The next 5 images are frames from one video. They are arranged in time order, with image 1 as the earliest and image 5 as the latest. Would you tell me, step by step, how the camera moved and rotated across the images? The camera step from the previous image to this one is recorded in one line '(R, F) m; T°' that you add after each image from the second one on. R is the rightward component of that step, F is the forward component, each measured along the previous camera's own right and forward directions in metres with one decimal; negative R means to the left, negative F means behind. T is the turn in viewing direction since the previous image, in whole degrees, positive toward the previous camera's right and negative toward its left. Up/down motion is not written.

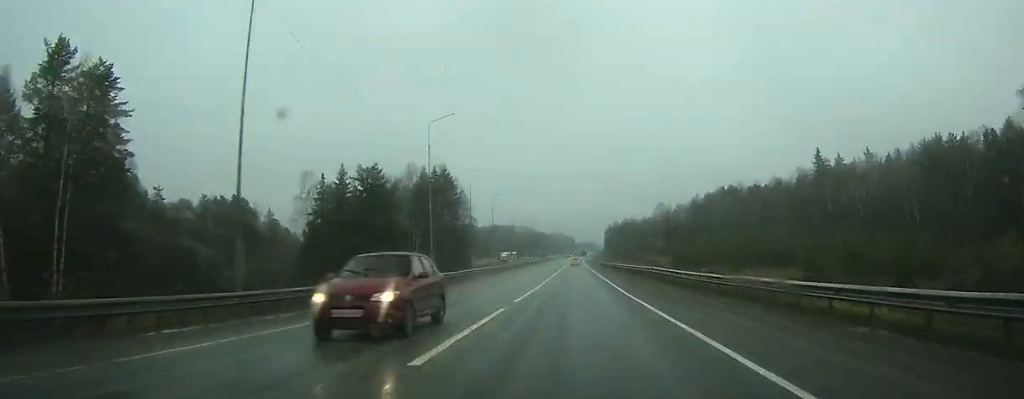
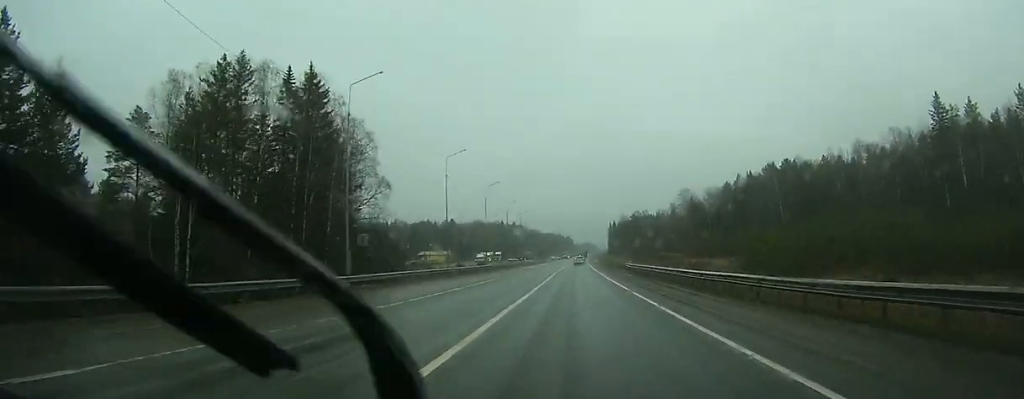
(+0.3, +65.7) m; +1°
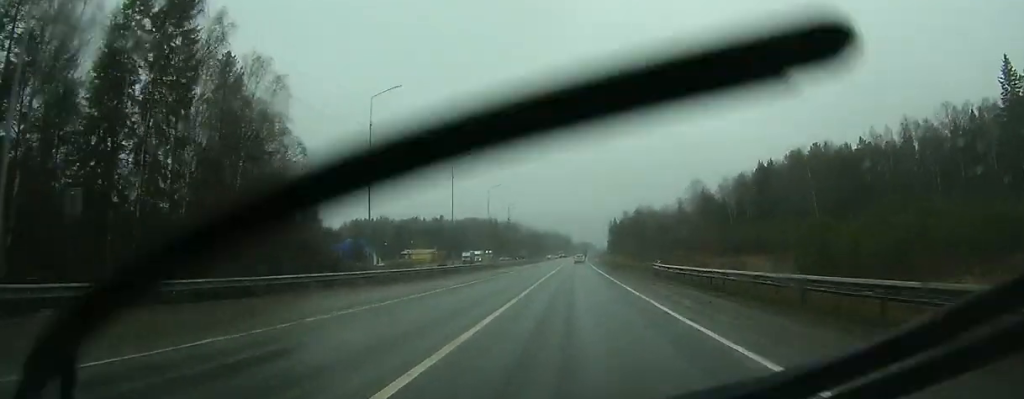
(0.0, +24.1) m; 0°
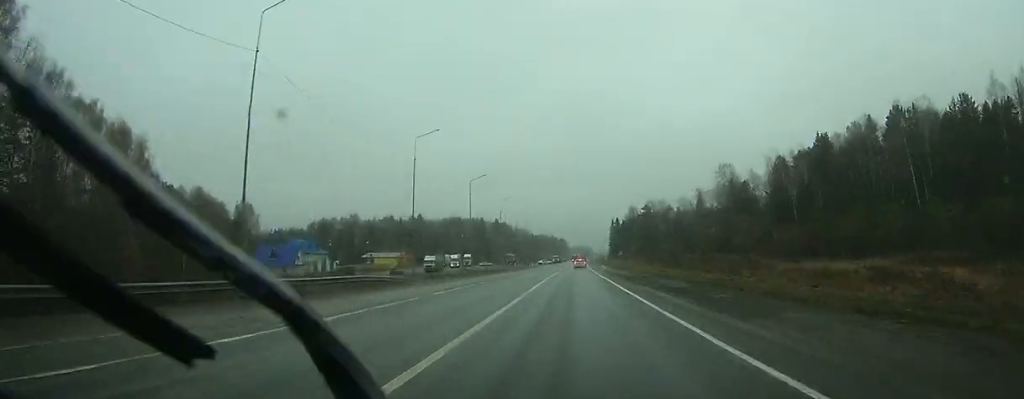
(+0.3, +43.2) m; 0°
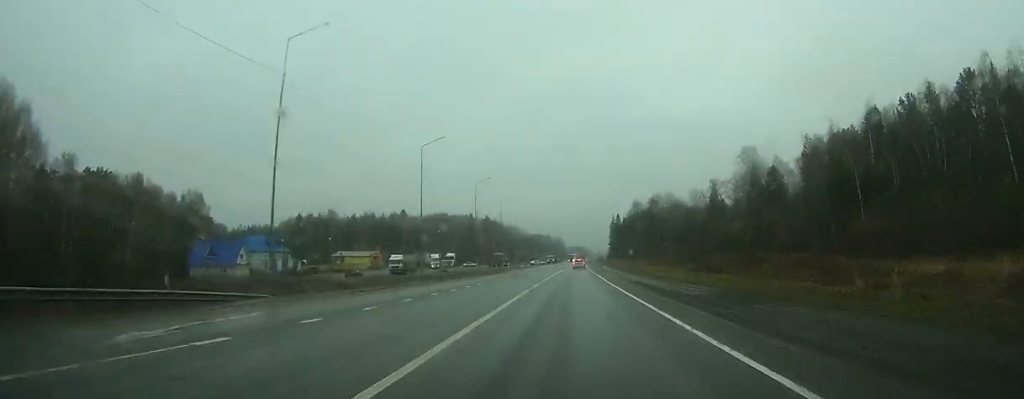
(0.0, +24.2) m; 0°
